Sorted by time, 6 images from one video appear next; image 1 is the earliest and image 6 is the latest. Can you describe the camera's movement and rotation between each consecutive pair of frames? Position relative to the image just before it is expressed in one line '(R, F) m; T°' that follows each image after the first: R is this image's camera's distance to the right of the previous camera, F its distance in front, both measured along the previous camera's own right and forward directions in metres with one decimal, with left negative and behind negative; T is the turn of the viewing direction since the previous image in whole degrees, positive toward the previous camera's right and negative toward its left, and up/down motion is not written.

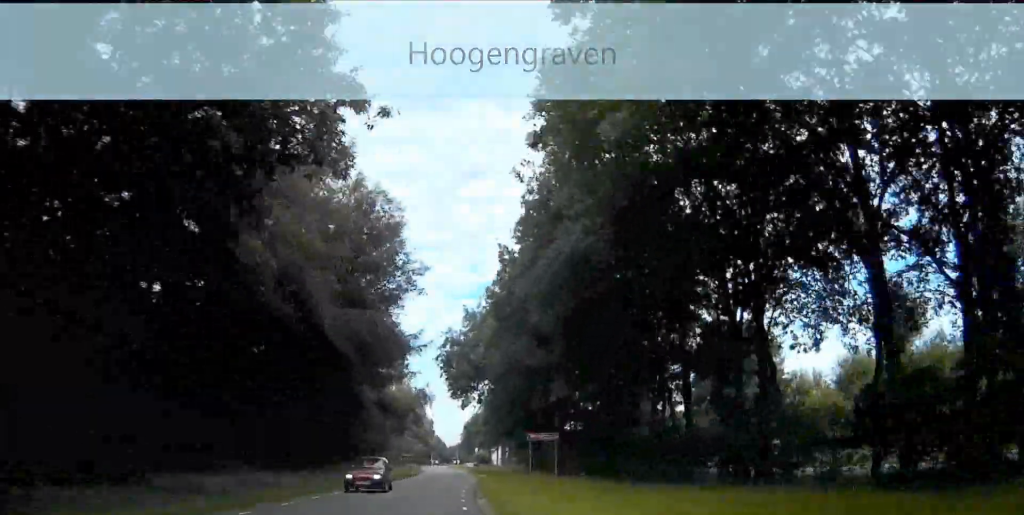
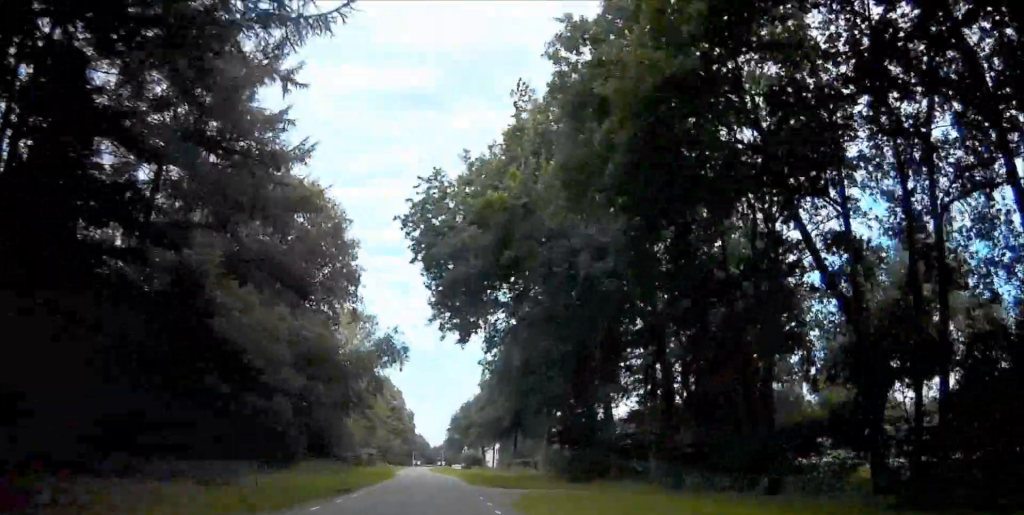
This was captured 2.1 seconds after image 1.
(+0.2, +36.5) m; +1°
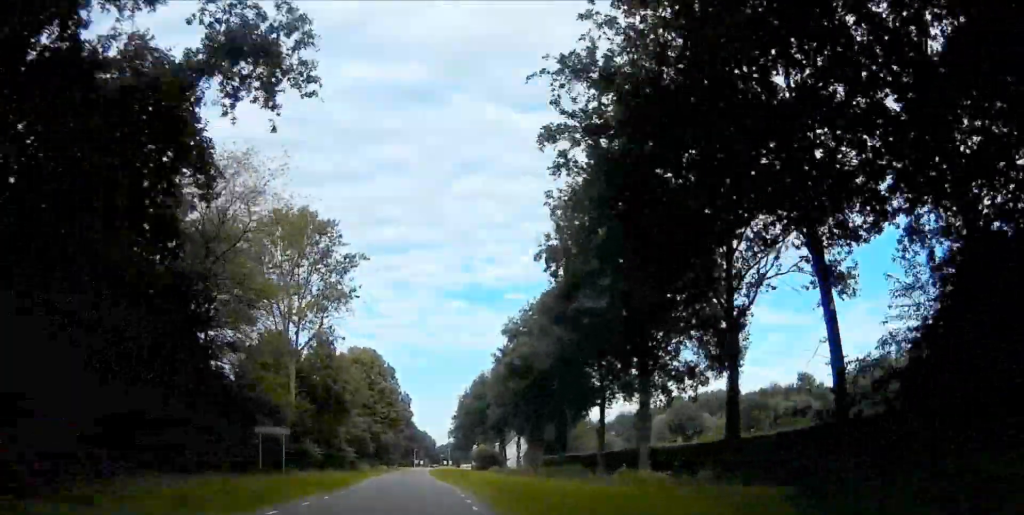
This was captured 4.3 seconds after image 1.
(+0.6, +38.6) m; 0°
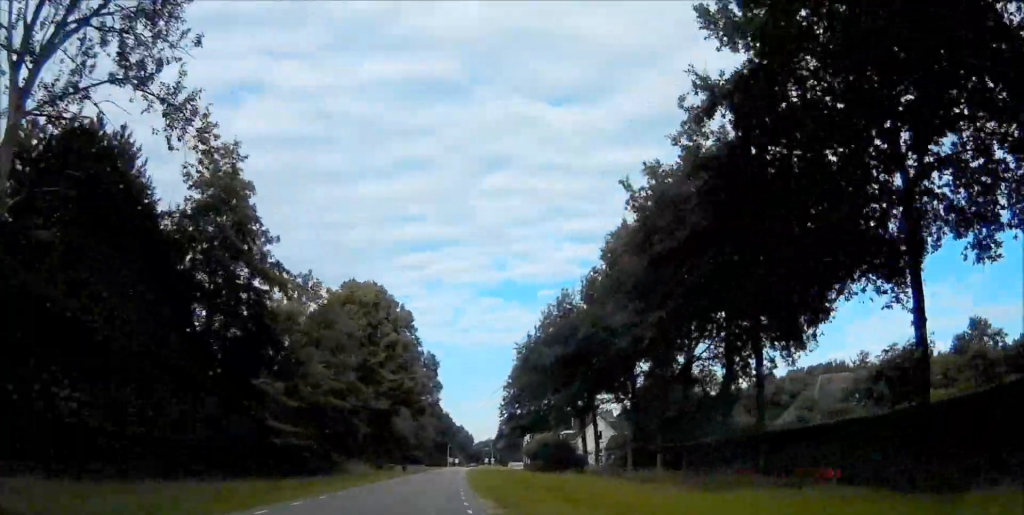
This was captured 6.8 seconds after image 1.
(-0.8, +44.5) m; -2°
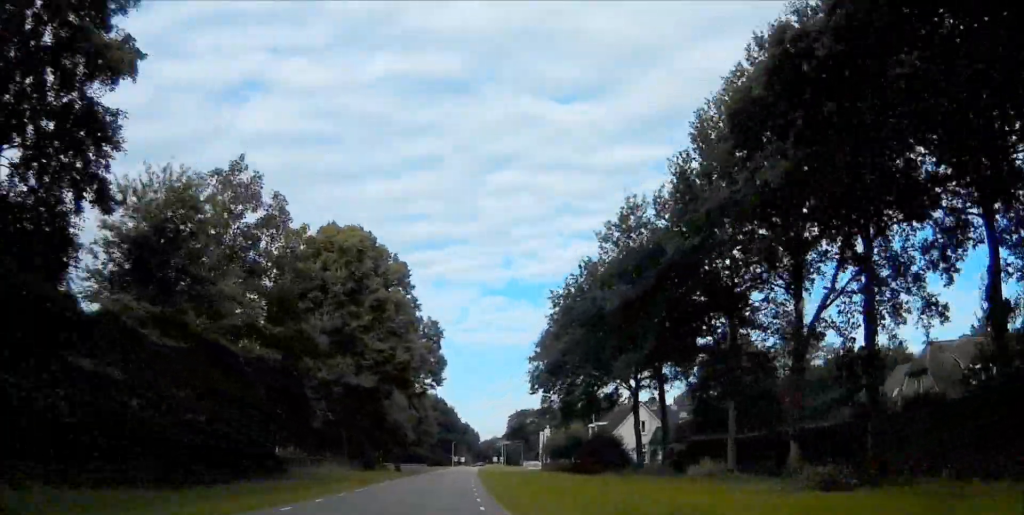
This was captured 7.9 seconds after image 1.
(-0.2, +18.7) m; 0°
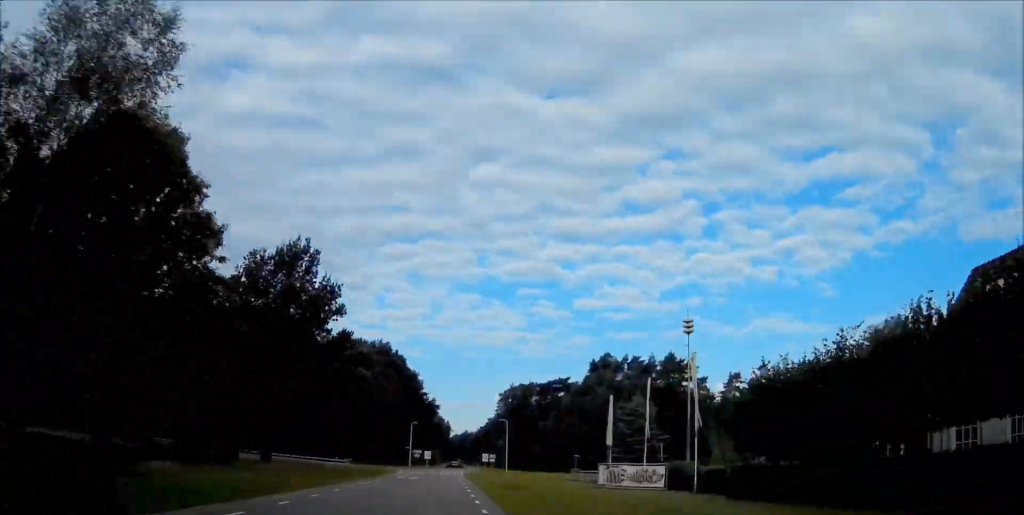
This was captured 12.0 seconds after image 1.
(+1.3, +69.6) m; +2°
